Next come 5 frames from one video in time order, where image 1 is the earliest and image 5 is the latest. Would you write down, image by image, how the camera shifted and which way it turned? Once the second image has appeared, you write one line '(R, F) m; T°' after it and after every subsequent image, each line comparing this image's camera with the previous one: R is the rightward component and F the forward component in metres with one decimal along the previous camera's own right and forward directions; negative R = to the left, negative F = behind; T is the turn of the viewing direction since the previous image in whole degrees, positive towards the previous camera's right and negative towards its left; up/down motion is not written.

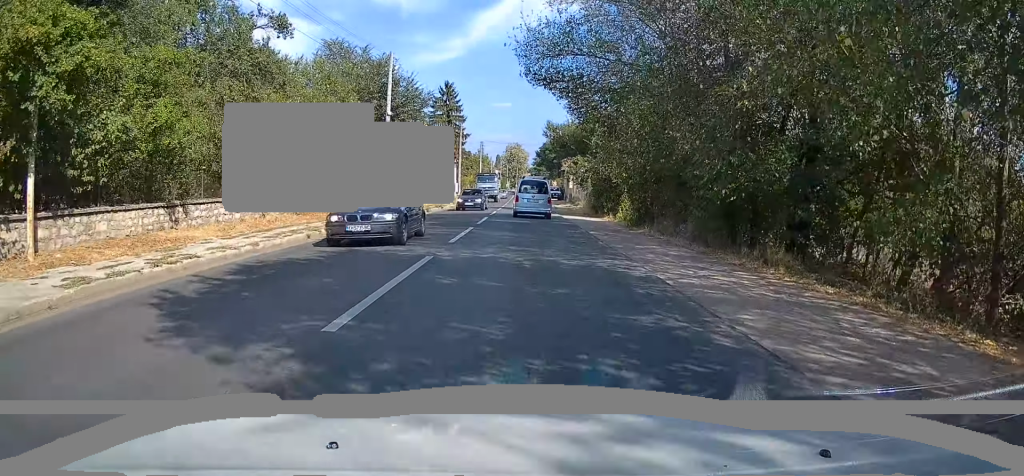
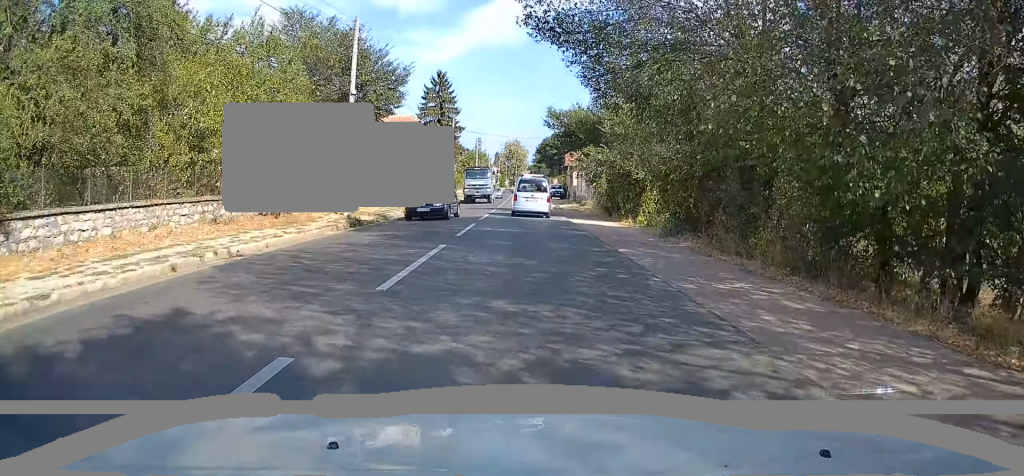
(0.0, +6.9) m; 0°
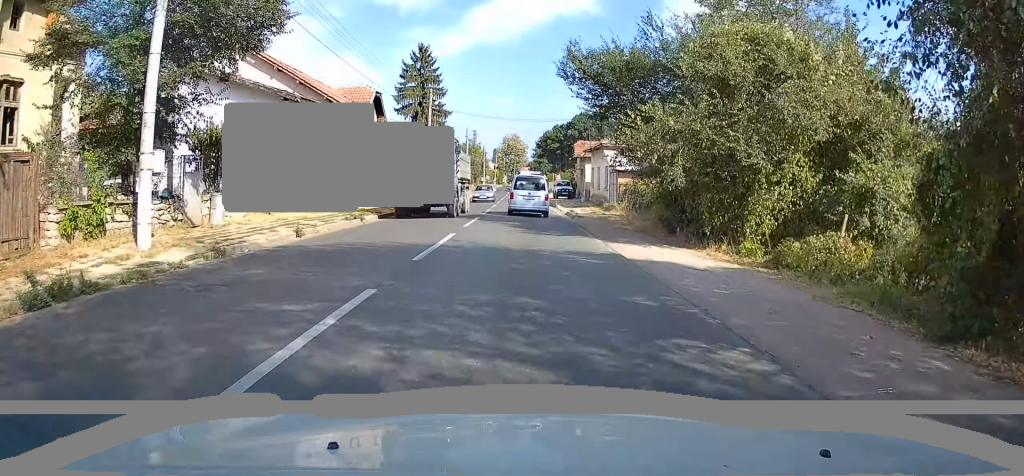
(-0.2, +14.7) m; 0°
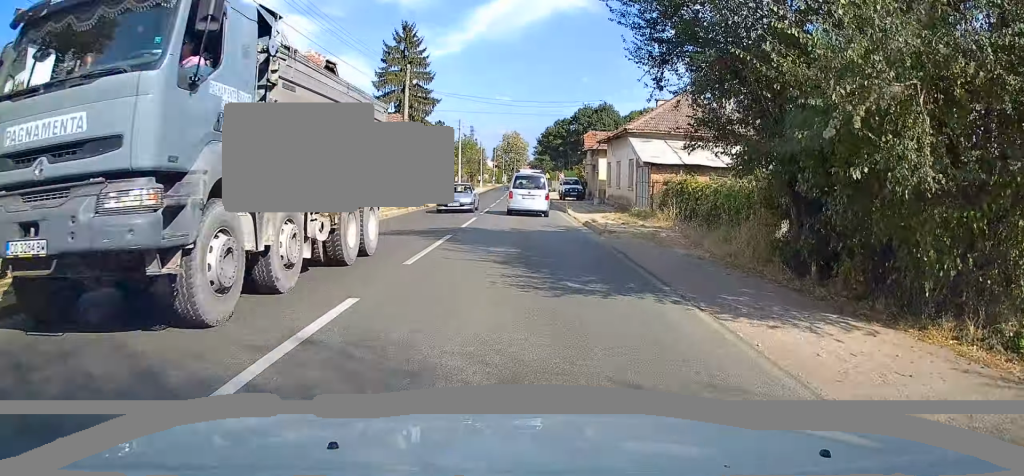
(+0.2, +9.6) m; 0°
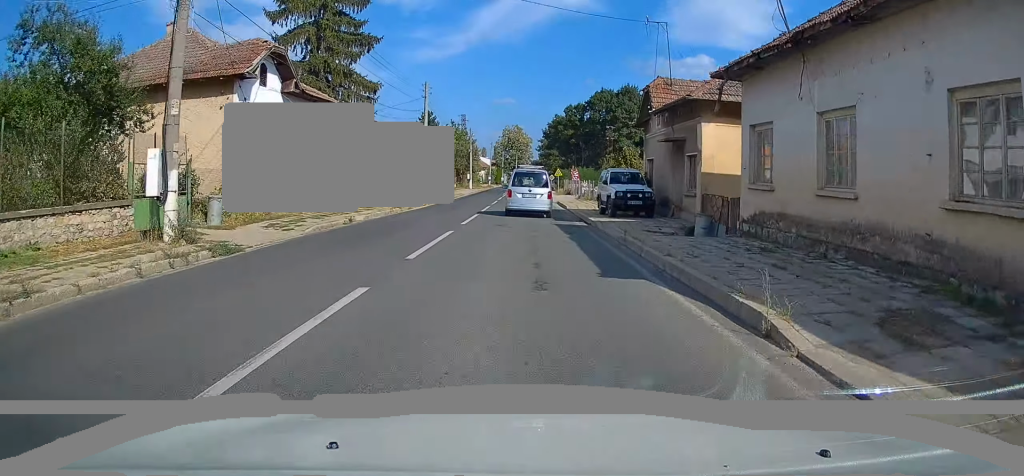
(-0.1, +26.2) m; 0°
